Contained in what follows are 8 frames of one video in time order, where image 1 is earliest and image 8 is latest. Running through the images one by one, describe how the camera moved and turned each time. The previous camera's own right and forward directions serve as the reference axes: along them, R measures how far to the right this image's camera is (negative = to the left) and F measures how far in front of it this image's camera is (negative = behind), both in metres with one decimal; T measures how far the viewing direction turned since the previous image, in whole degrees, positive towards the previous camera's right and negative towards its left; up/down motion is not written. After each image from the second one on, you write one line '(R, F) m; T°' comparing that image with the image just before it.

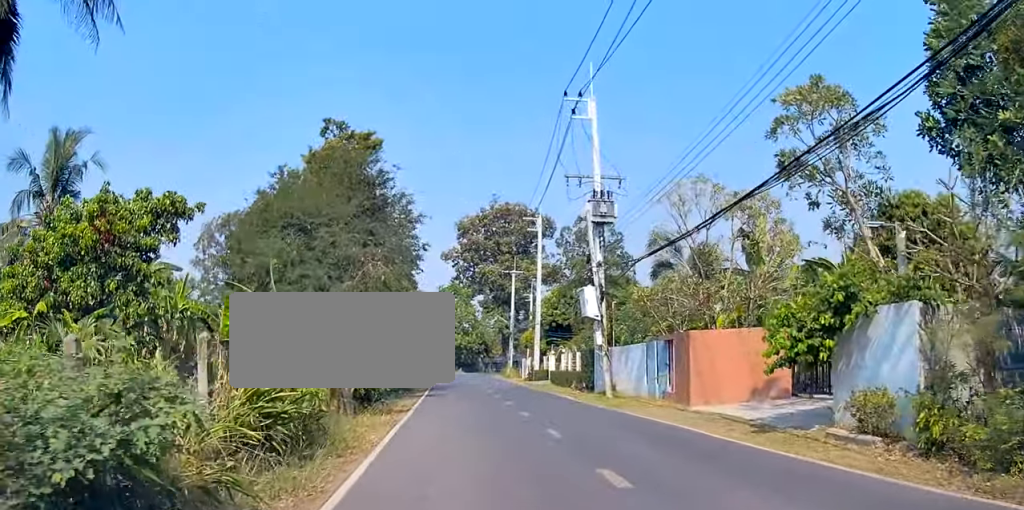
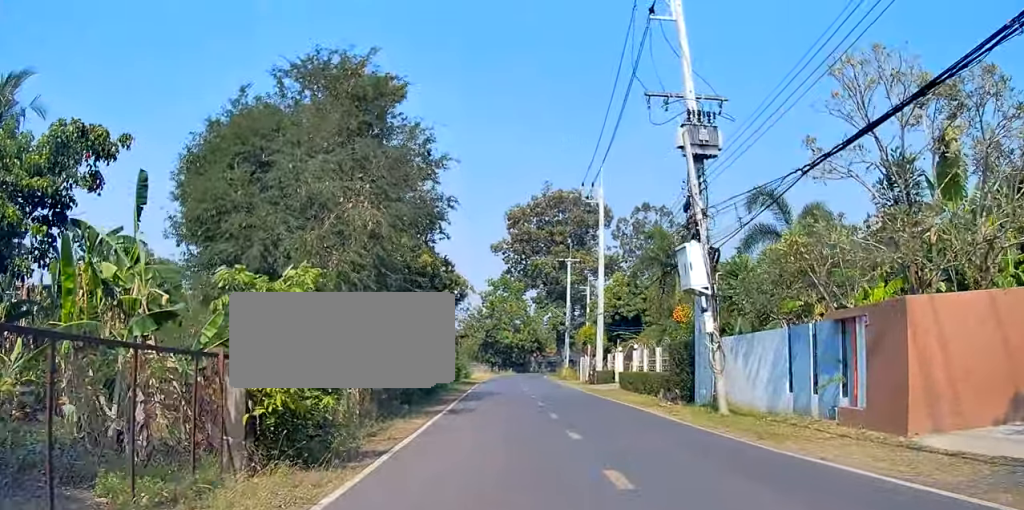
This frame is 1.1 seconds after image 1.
(-1.1, +8.3) m; -11°
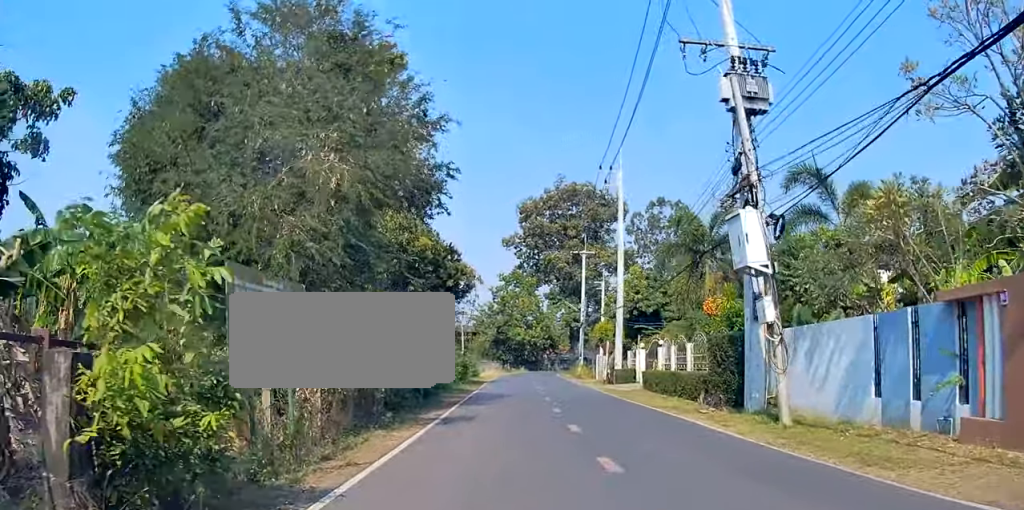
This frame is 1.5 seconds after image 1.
(-0.2, +3.1) m; -1°
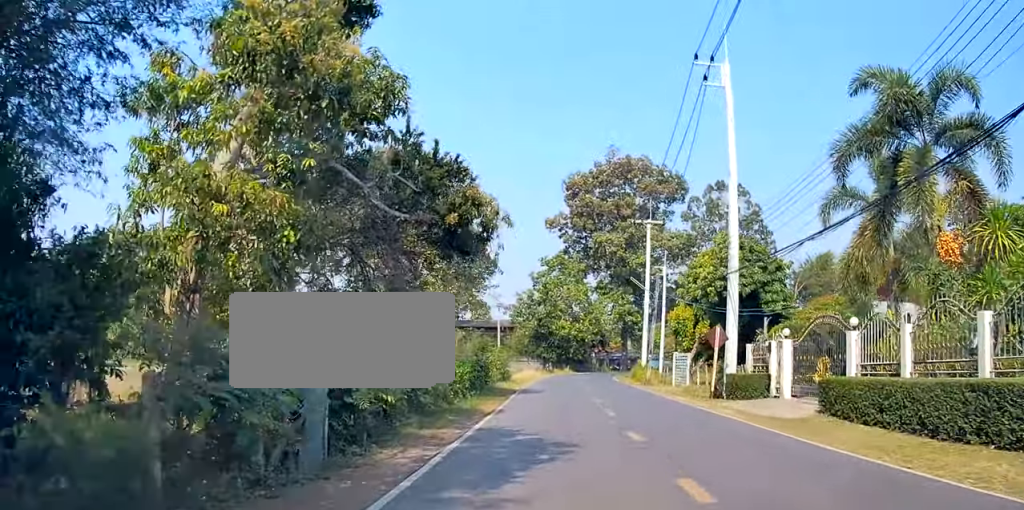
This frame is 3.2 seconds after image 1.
(-0.4, +13.4) m; -7°
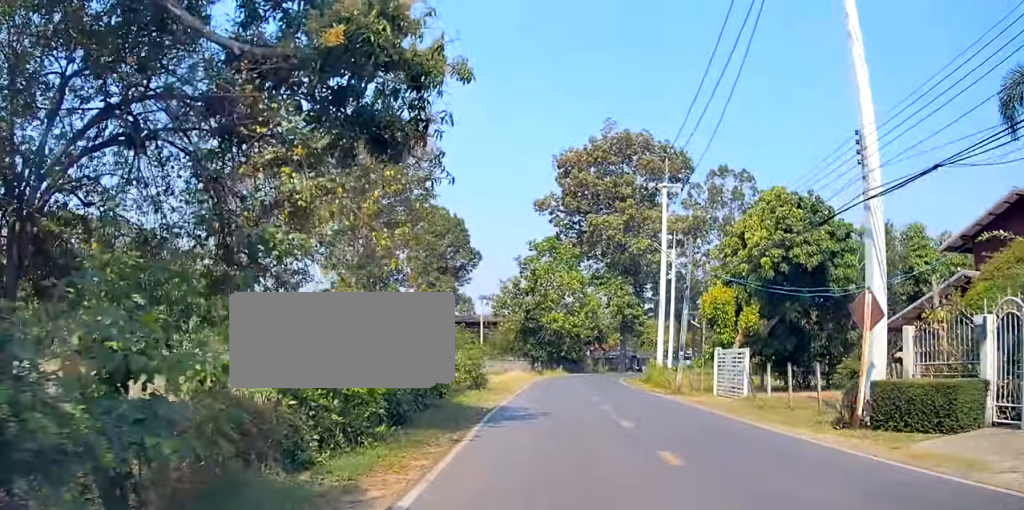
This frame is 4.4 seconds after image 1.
(-1.0, +9.9) m; -8°
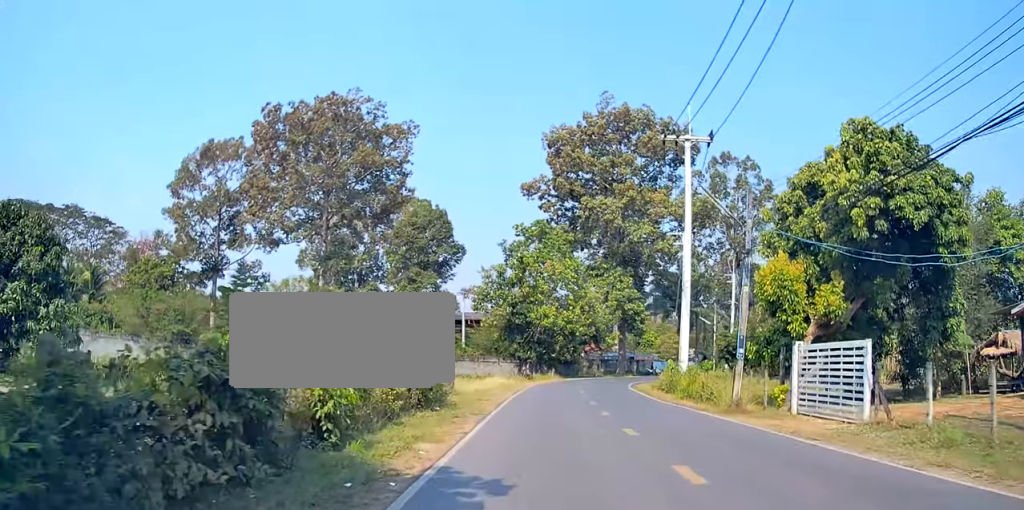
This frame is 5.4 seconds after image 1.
(-0.3, +8.3) m; +1°
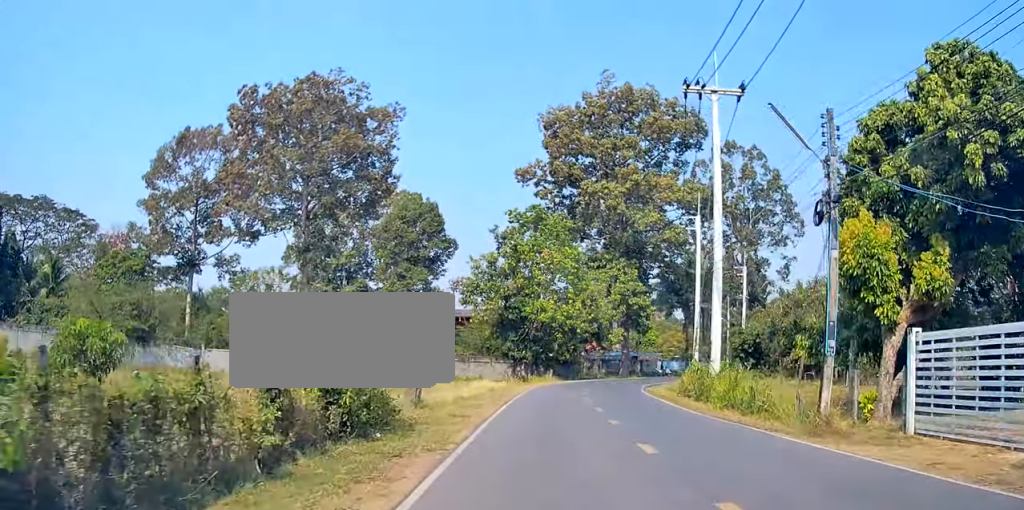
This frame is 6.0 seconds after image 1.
(-0.5, +5.5) m; +6°
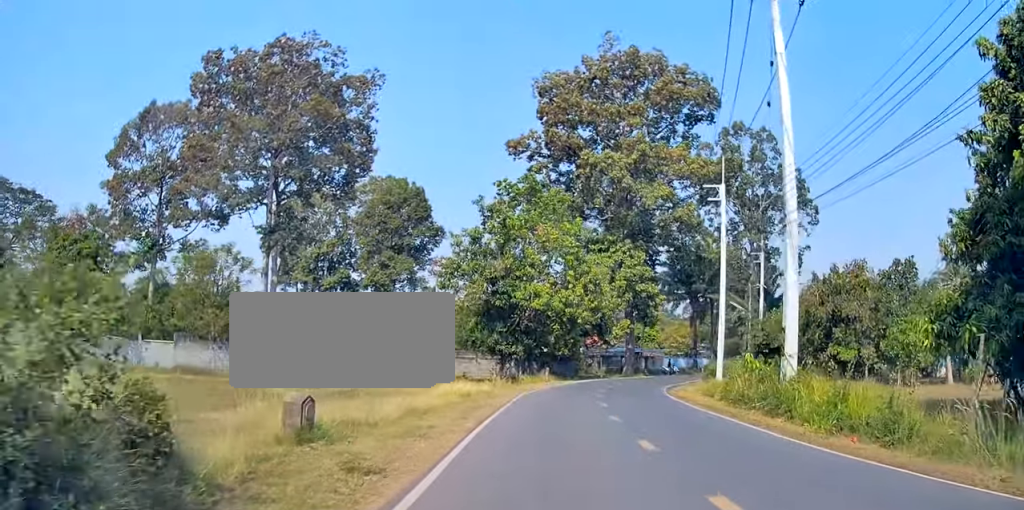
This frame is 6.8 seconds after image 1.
(+1.6, +7.3) m; +3°
